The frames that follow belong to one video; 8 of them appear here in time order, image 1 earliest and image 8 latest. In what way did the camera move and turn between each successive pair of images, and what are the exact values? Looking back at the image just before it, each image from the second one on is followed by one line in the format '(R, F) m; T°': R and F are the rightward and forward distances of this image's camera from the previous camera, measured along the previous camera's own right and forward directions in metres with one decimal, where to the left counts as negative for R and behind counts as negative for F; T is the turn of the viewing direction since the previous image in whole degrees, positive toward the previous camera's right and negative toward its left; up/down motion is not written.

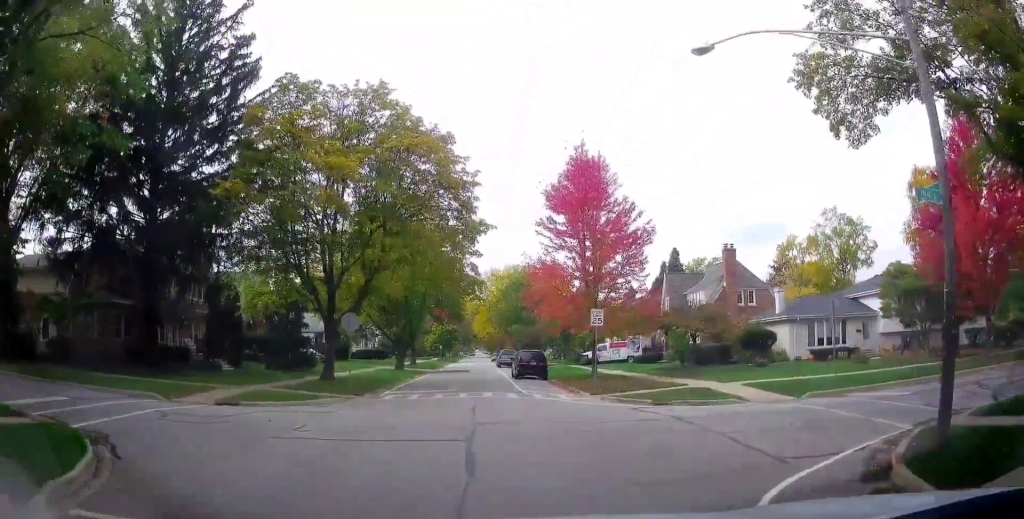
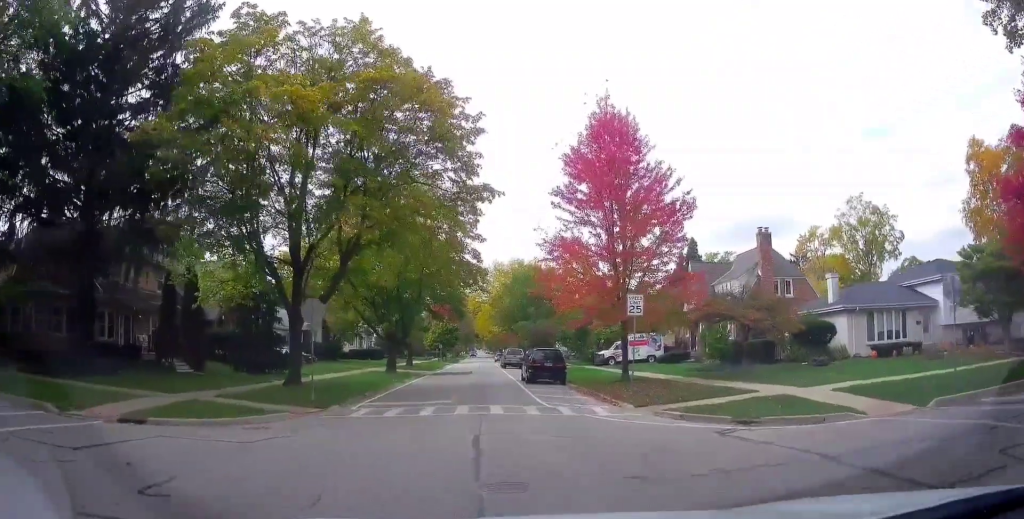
(+1.1, +7.1) m; +2°
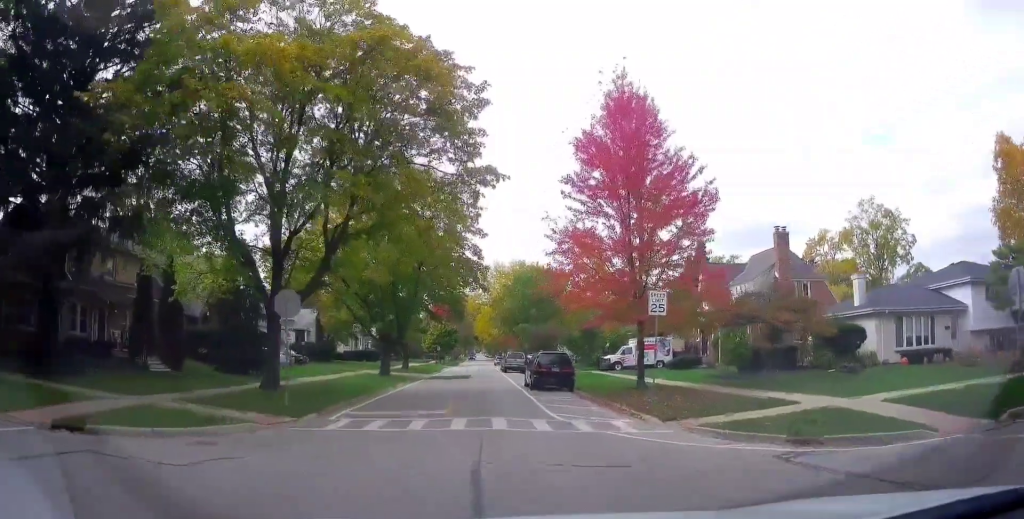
(-0.2, +2.3) m; -4°
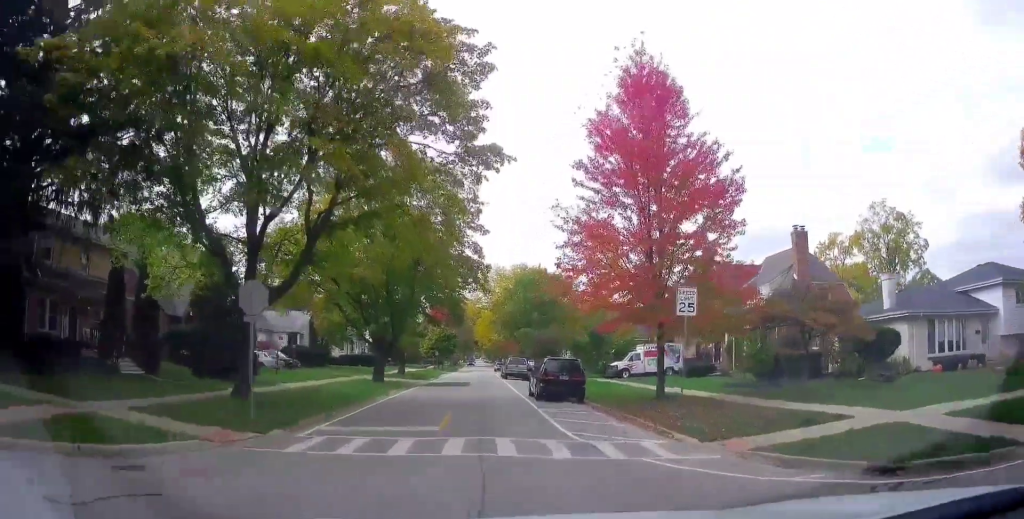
(-0.3, +2.2) m; -4°
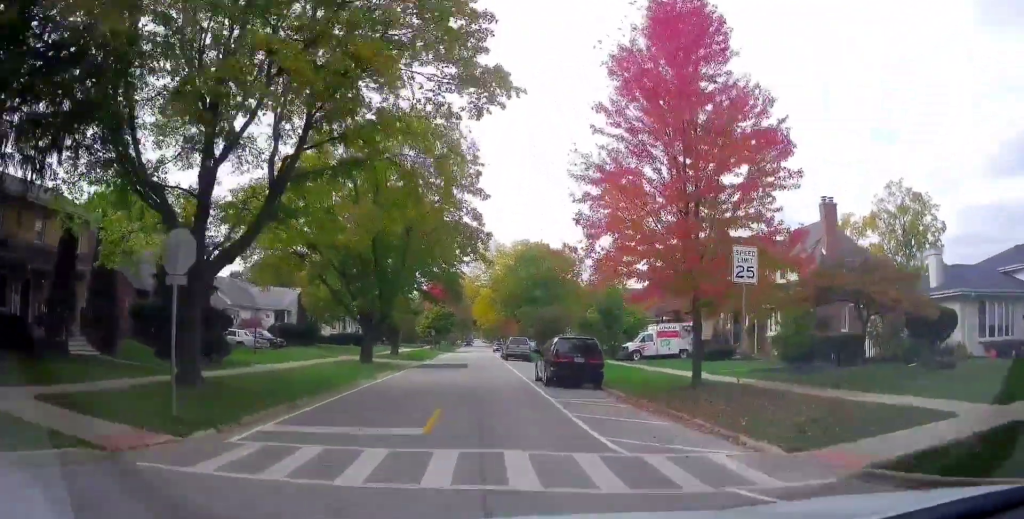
(-0.1, +3.3) m; -1°
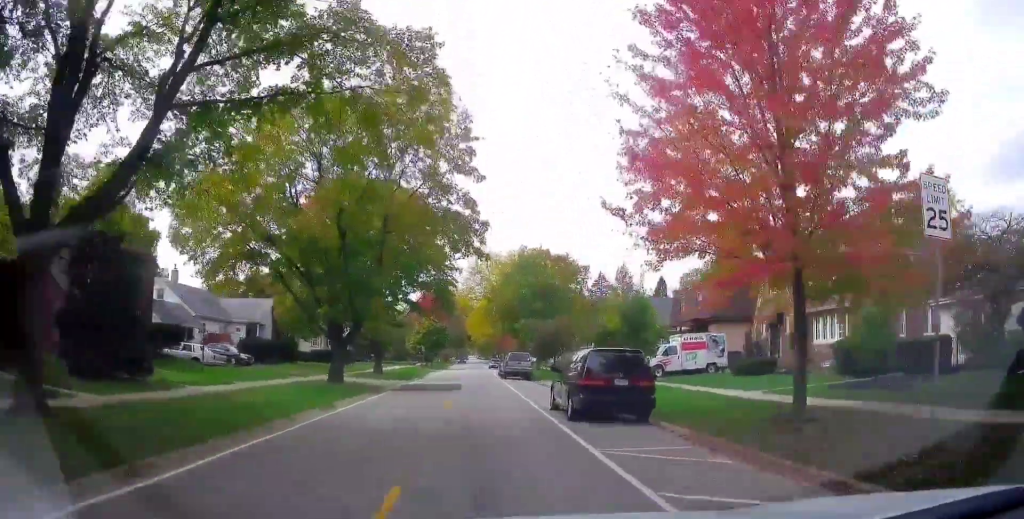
(+0.1, +5.6) m; +4°
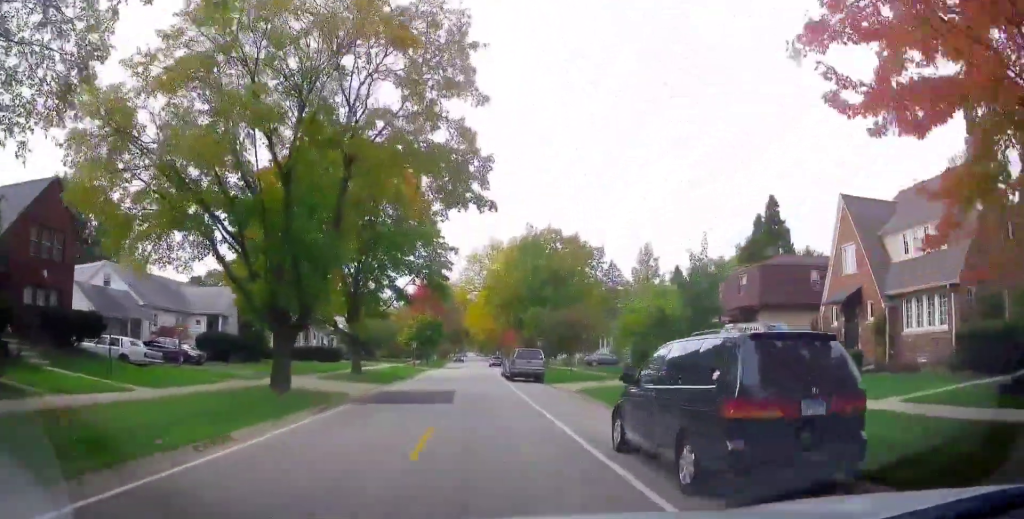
(+0.4, +7.4) m; +1°
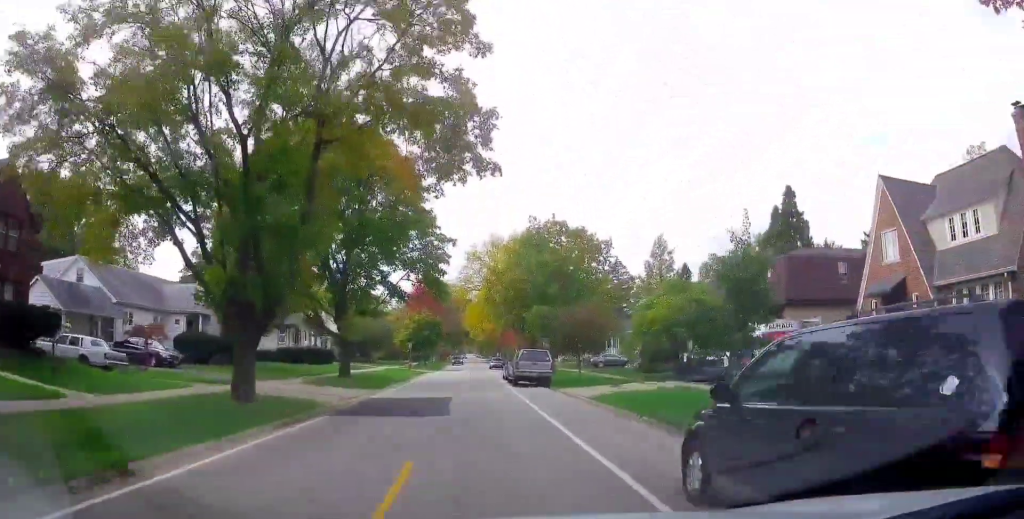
(-0.2, +3.3) m; 0°
